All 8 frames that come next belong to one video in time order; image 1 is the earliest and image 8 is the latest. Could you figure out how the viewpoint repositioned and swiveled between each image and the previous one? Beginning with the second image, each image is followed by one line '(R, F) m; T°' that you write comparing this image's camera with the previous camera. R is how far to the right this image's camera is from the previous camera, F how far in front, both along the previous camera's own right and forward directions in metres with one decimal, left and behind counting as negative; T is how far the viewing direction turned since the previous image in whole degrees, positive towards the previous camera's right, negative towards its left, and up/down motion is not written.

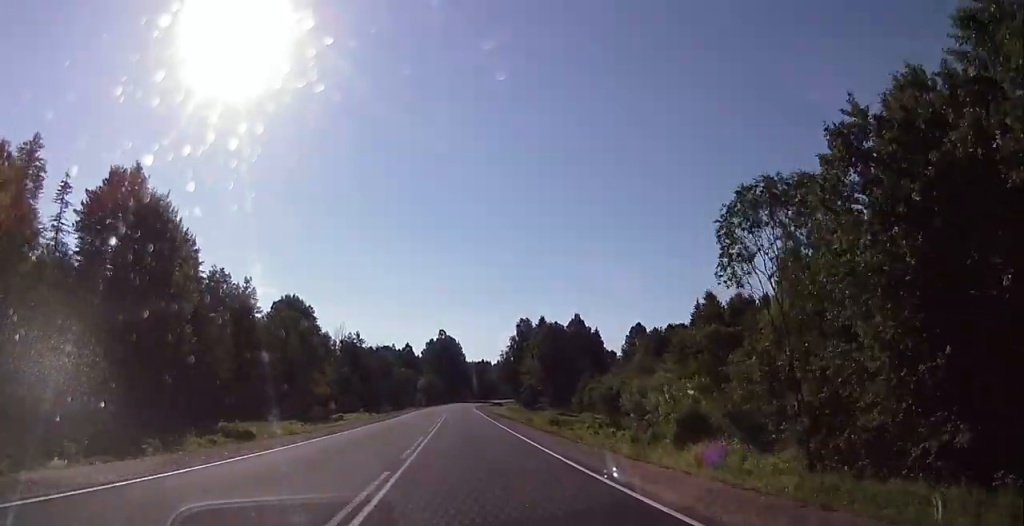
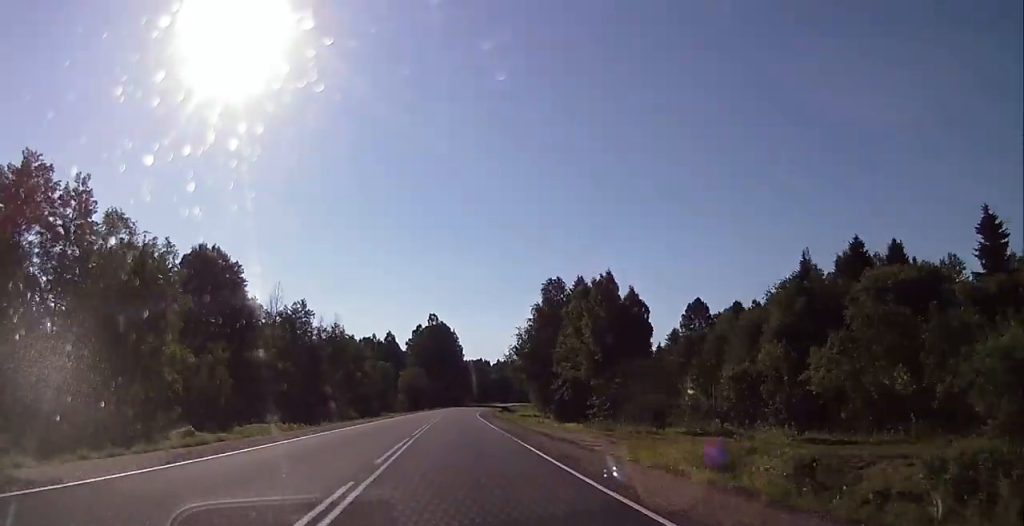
(+0.2, +50.1) m; 0°
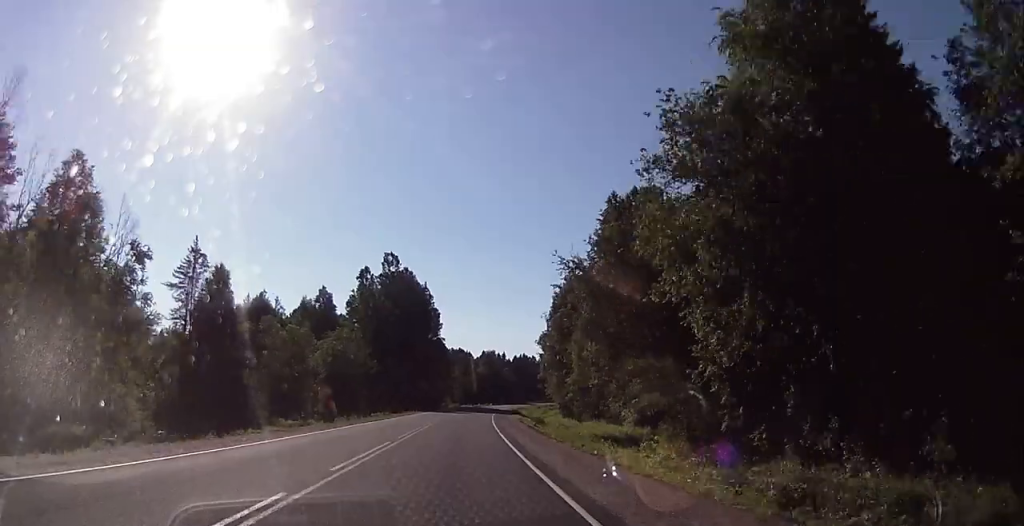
(+0.6, +73.0) m; +1°
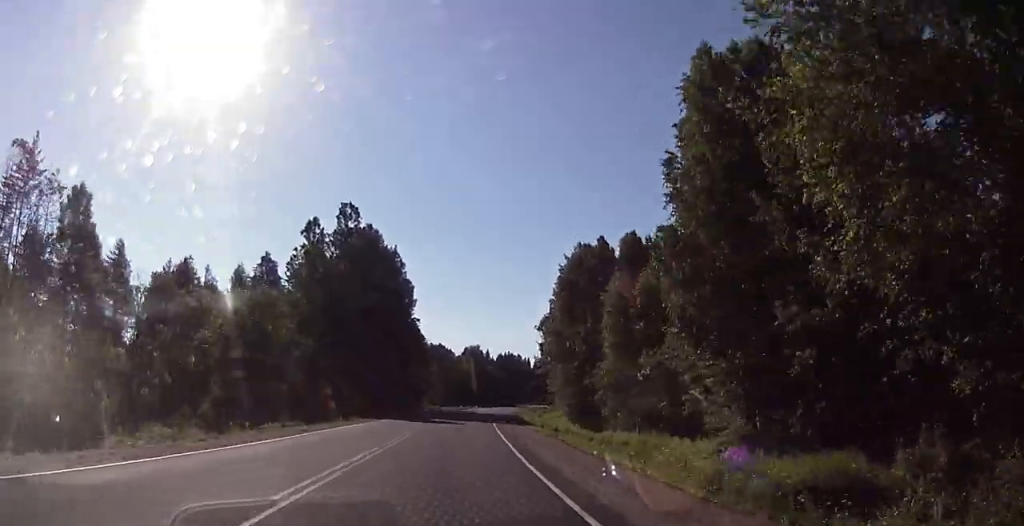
(0.0, +27.3) m; 0°
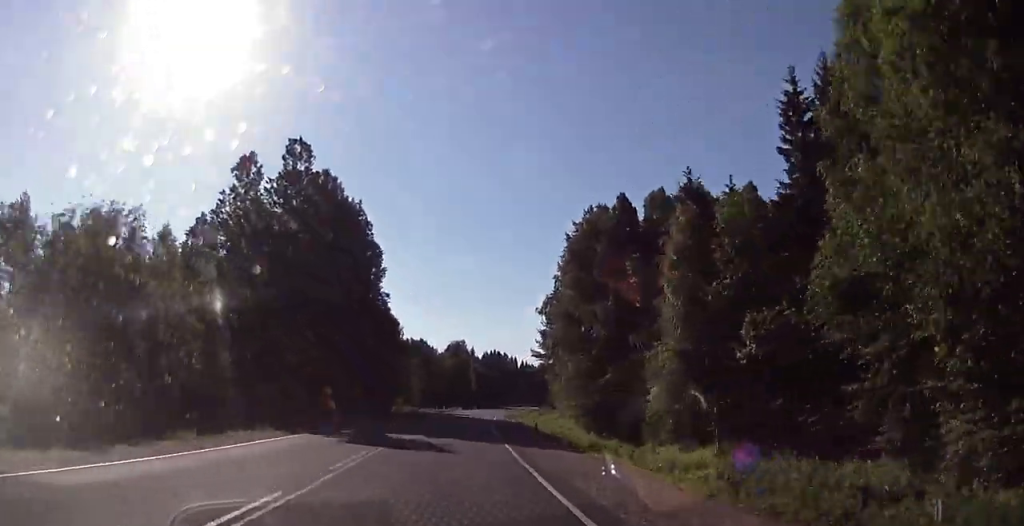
(0.0, +20.1) m; +1°
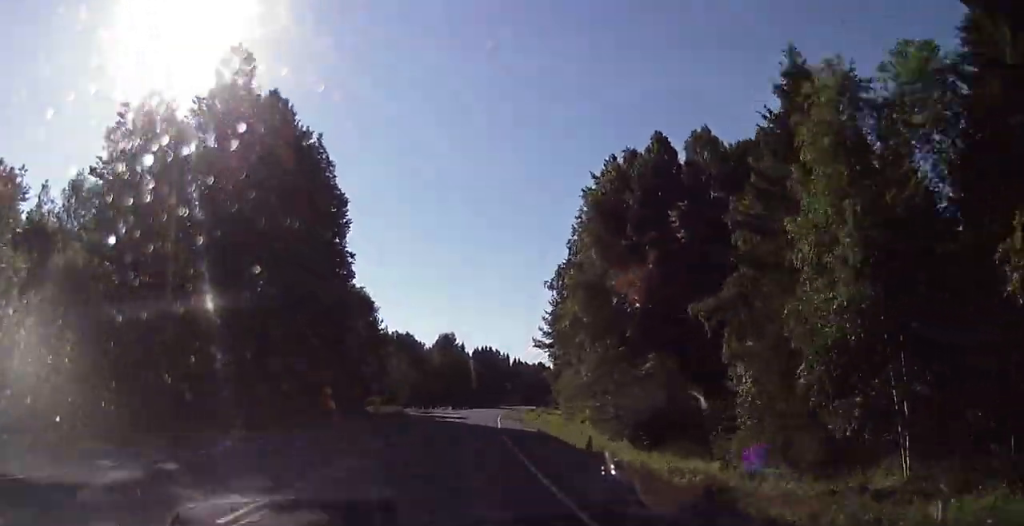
(+0.1, +17.0) m; +1°
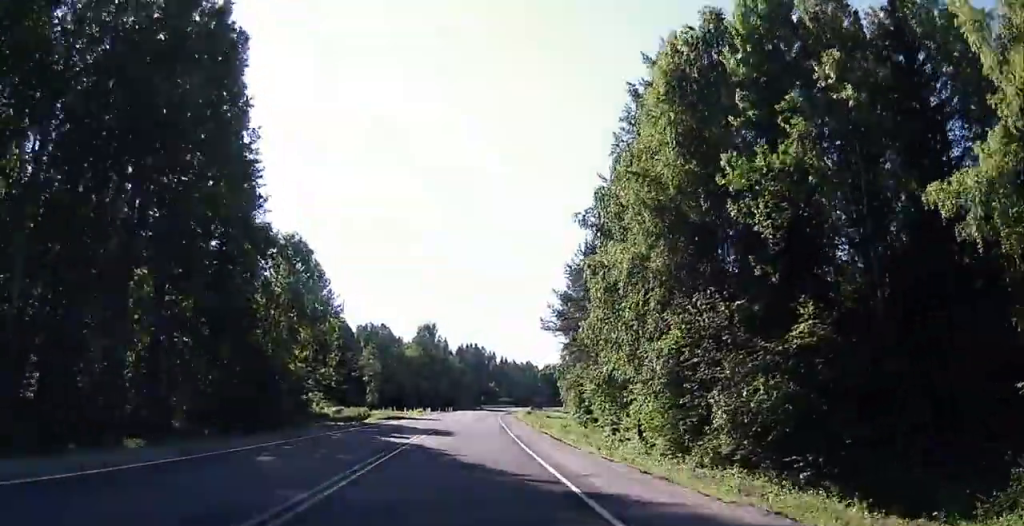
(+0.3, +24.0) m; 0°
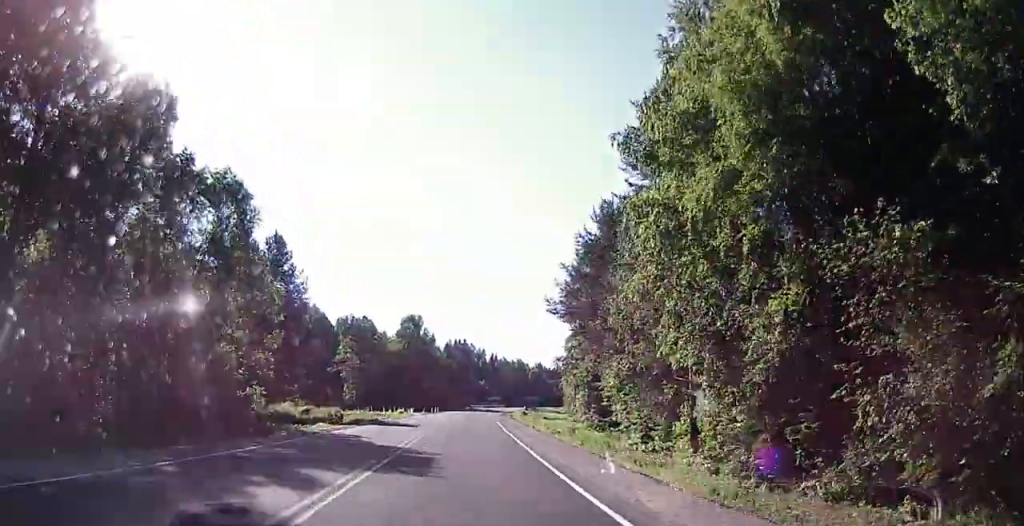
(+0.2, +13.0) m; 0°
